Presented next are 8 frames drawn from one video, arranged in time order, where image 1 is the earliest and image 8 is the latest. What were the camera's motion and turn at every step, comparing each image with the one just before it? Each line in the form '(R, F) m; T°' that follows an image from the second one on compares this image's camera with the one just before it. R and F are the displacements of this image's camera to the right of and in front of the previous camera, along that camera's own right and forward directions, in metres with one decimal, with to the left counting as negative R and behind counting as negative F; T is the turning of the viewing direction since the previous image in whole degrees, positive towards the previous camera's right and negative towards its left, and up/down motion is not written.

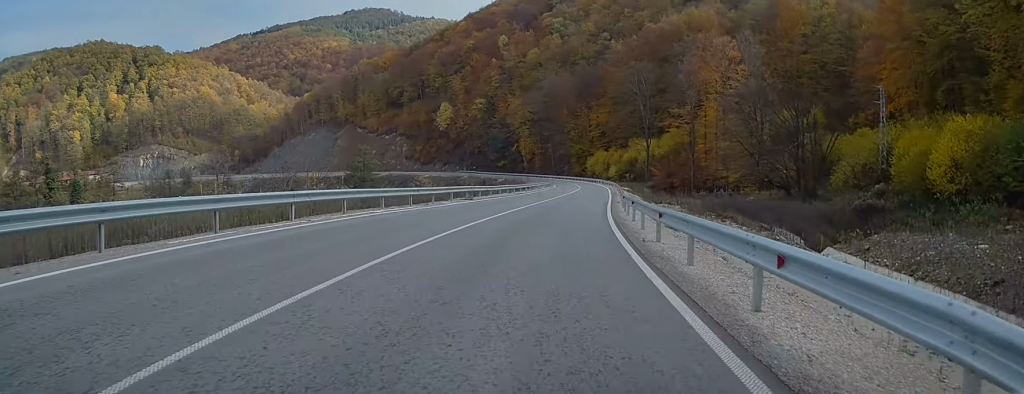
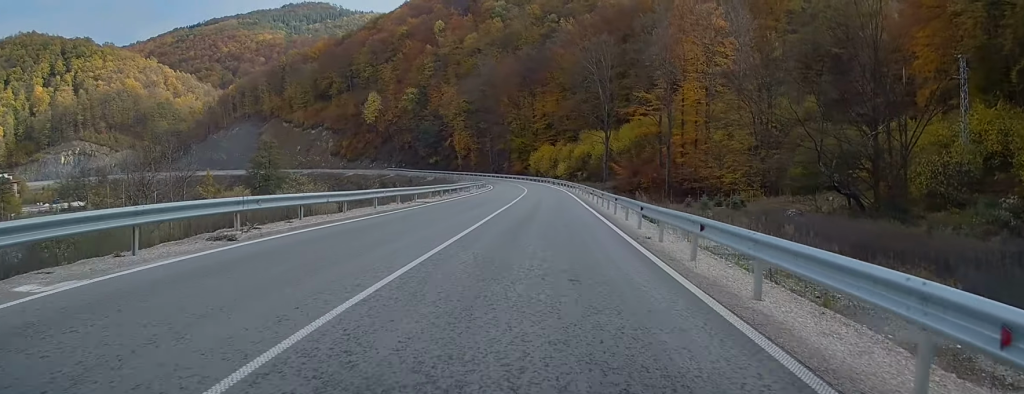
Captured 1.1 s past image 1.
(+2.4, +27.7) m; +7°
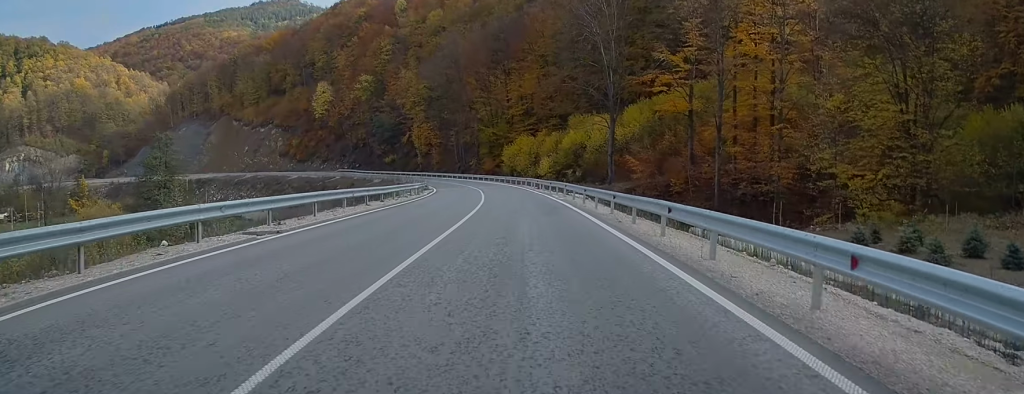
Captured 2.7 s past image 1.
(+1.4, +38.7) m; +4°
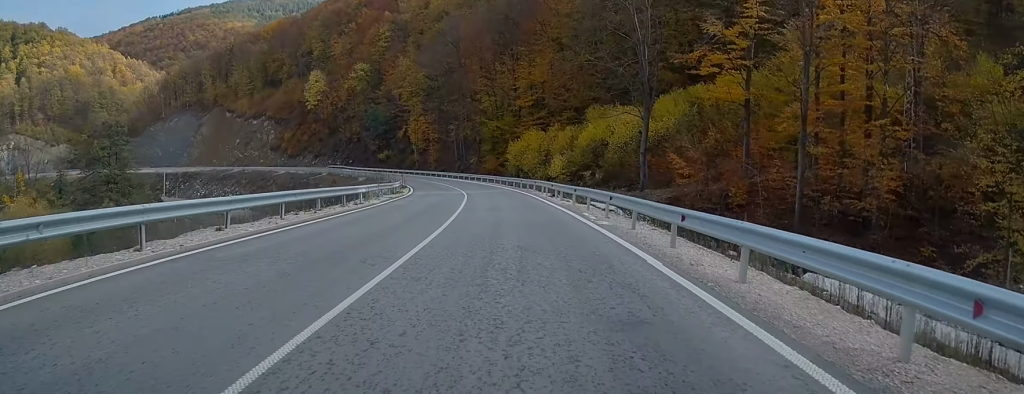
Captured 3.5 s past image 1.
(+0.3, +18.9) m; 0°
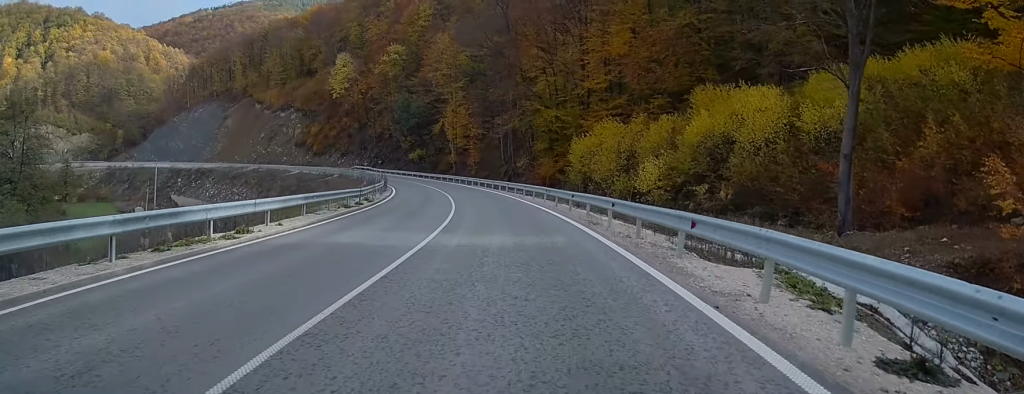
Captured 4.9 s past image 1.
(-0.8, +33.7) m; -5°
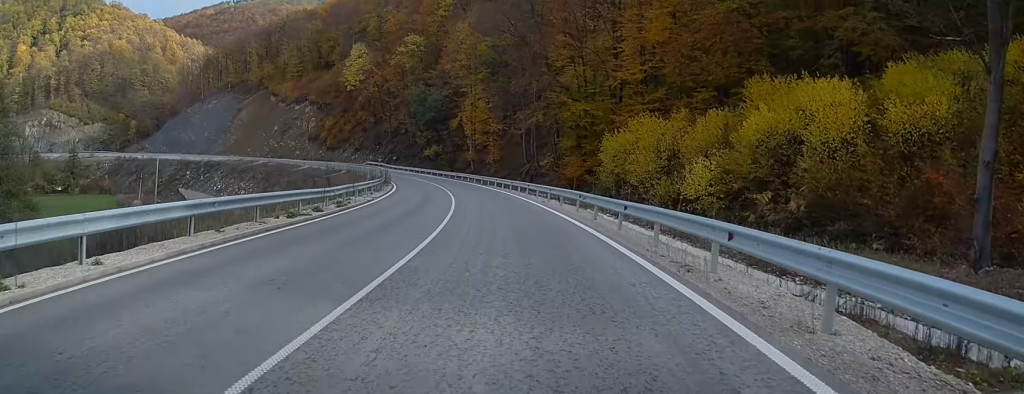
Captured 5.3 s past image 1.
(-0.4, +9.4) m; -2°
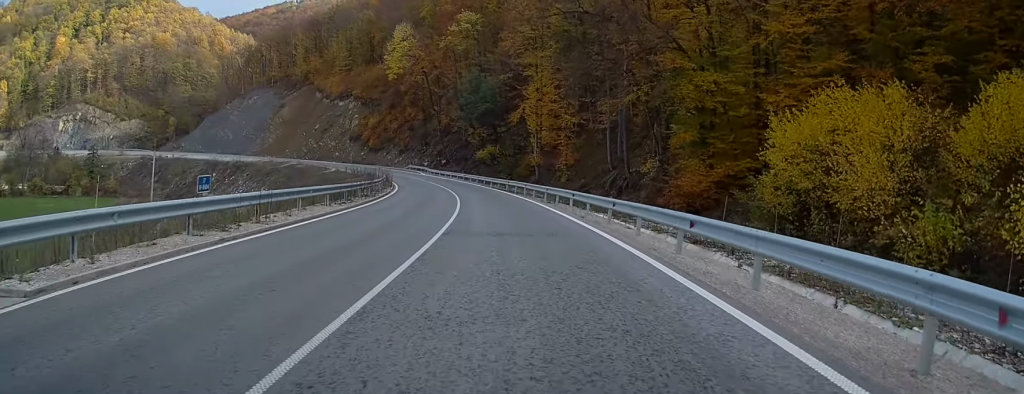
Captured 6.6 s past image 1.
(-1.5, +28.7) m; -6°
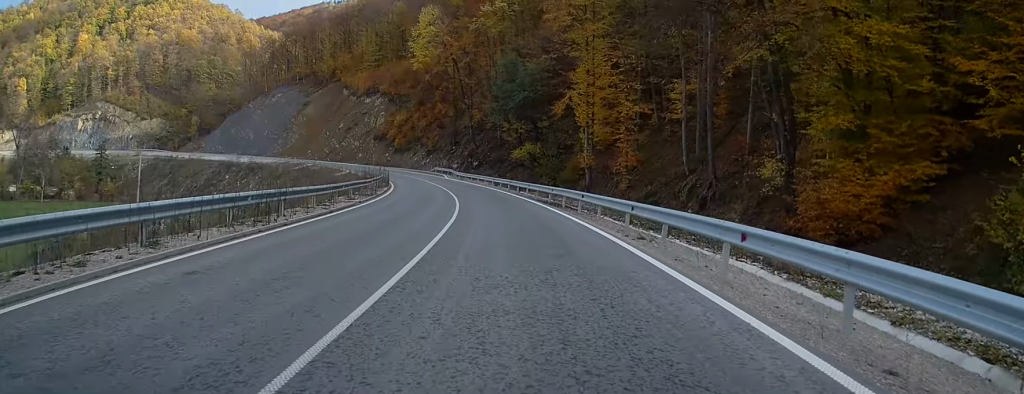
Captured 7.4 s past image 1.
(-0.7, +19.0) m; -3°
